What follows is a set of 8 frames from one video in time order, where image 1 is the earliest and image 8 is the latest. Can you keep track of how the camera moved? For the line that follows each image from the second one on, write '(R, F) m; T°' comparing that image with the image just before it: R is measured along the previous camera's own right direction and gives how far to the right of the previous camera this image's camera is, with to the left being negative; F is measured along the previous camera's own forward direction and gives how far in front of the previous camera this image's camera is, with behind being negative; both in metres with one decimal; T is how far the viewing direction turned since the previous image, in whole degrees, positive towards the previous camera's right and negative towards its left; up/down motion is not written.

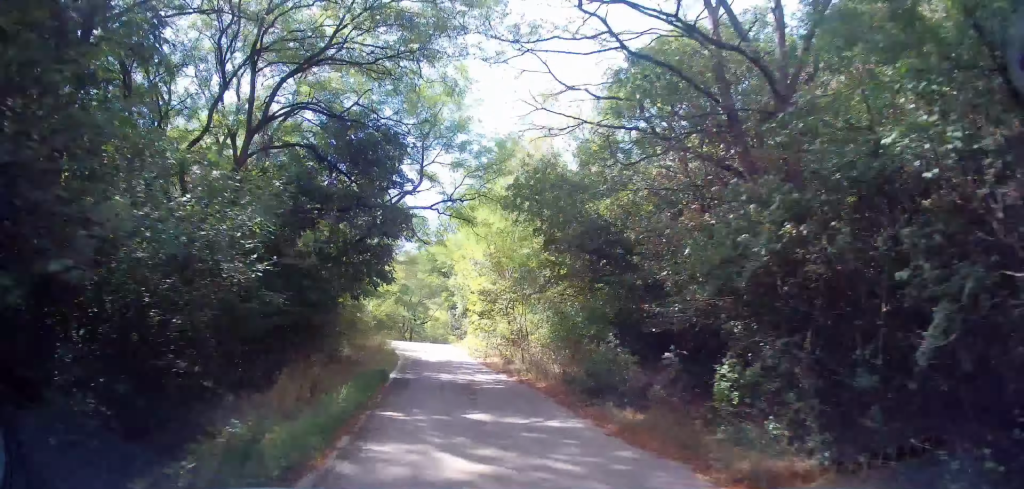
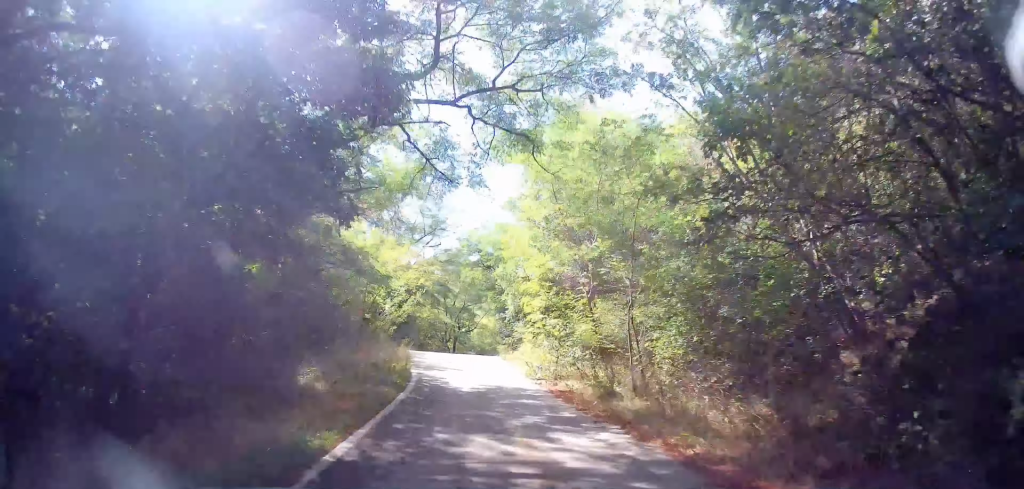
(-0.9, +9.3) m; -5°
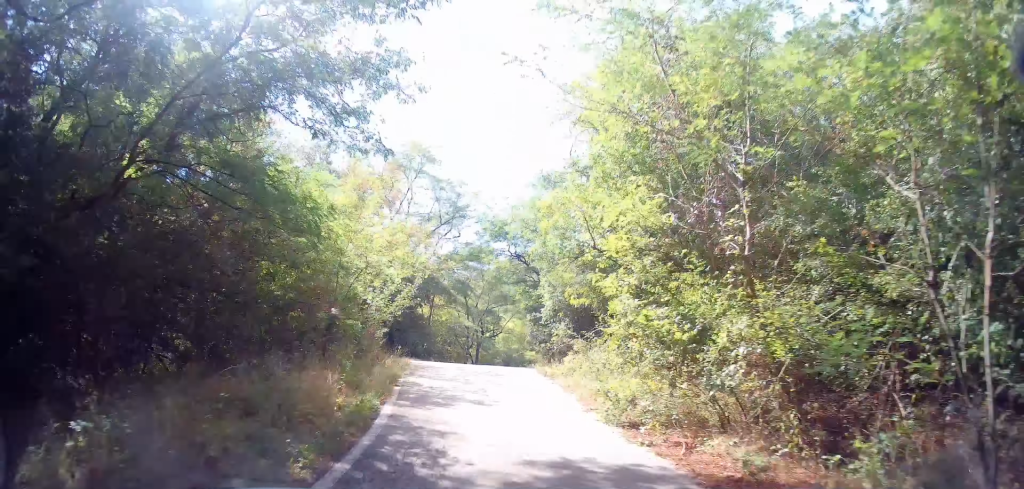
(-0.4, +7.9) m; -4°
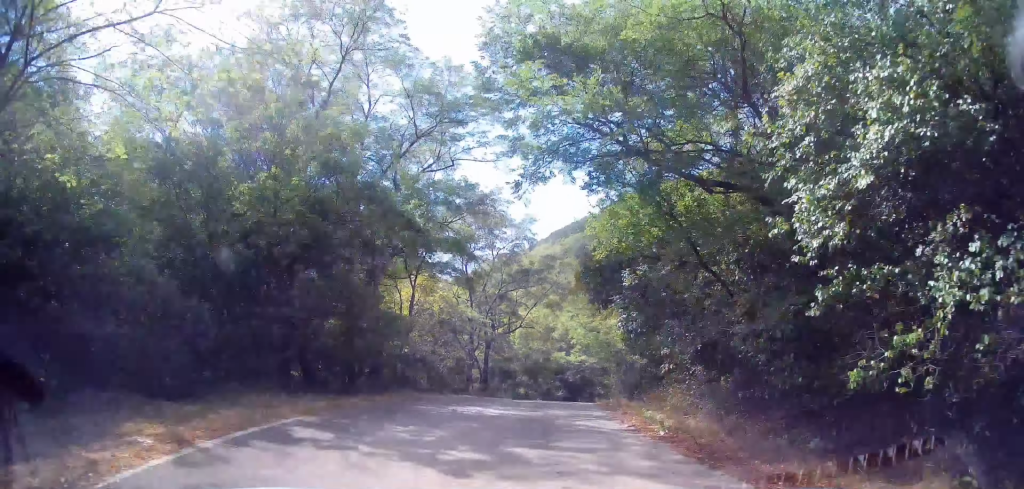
(-1.2, +21.1) m; -3°
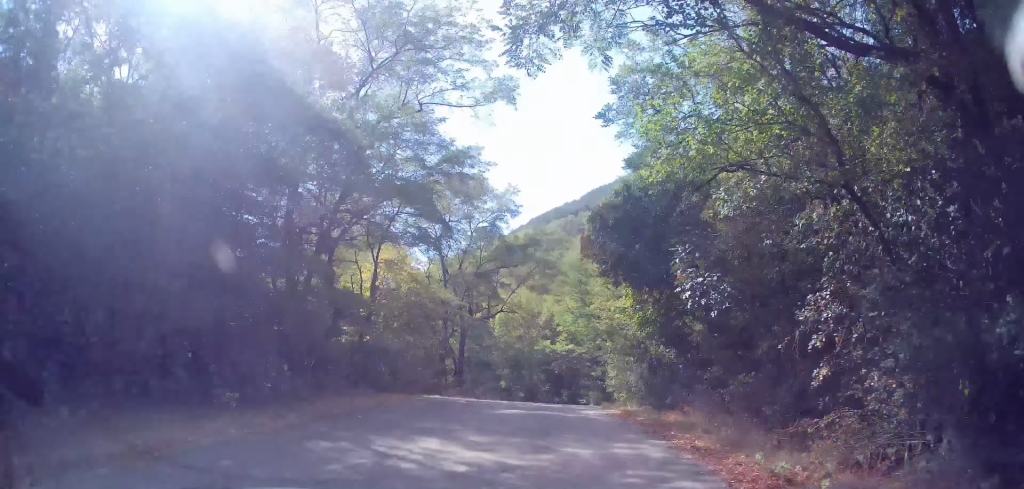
(0.0, +6.1) m; +2°
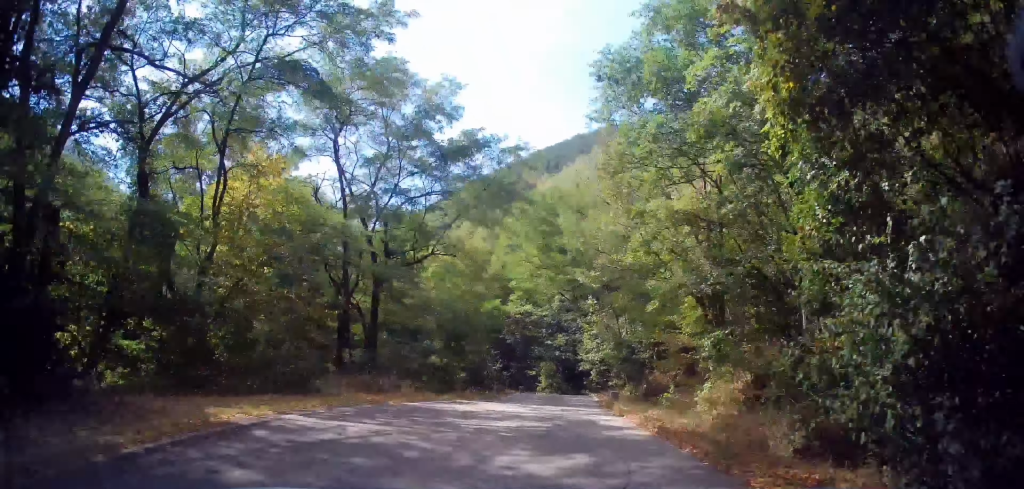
(+0.7, +13.1) m; +5°
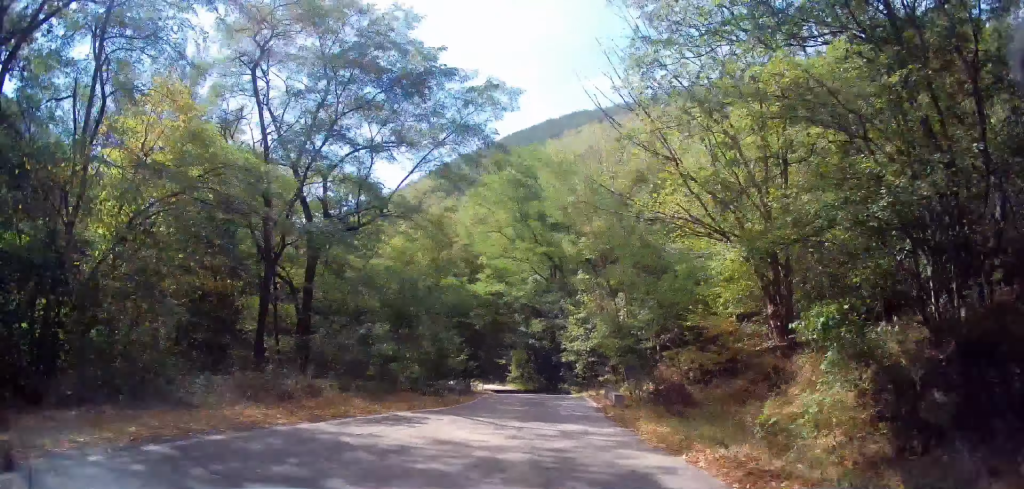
(+0.2, +5.6) m; +2°
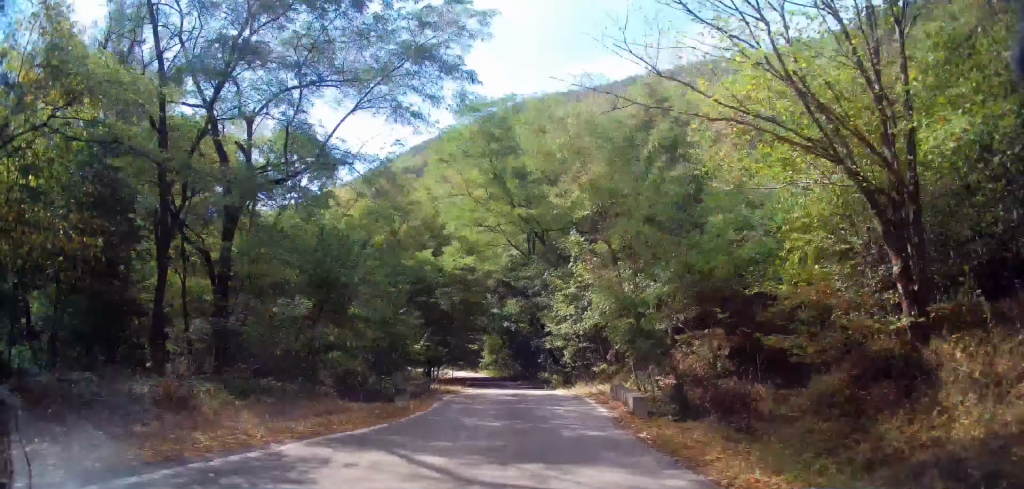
(0.0, +4.8) m; +2°
